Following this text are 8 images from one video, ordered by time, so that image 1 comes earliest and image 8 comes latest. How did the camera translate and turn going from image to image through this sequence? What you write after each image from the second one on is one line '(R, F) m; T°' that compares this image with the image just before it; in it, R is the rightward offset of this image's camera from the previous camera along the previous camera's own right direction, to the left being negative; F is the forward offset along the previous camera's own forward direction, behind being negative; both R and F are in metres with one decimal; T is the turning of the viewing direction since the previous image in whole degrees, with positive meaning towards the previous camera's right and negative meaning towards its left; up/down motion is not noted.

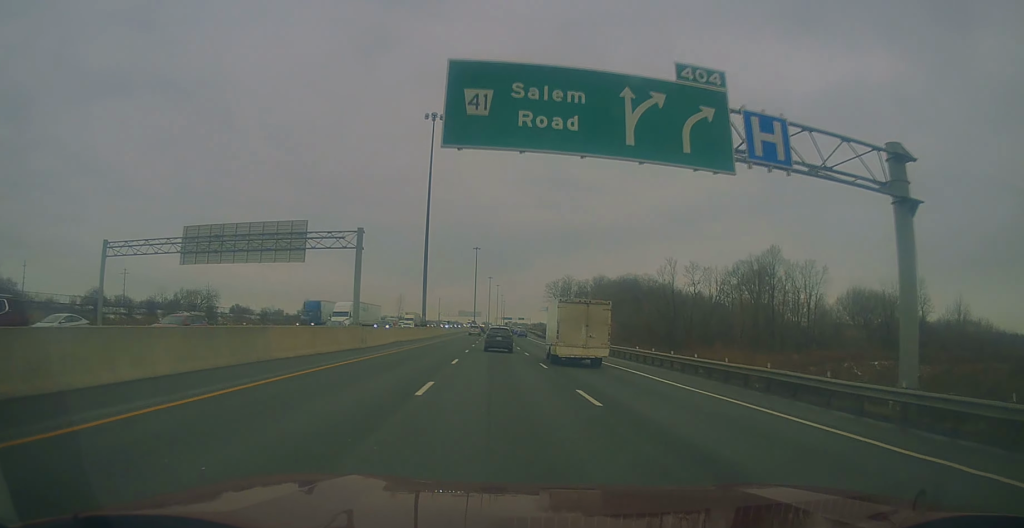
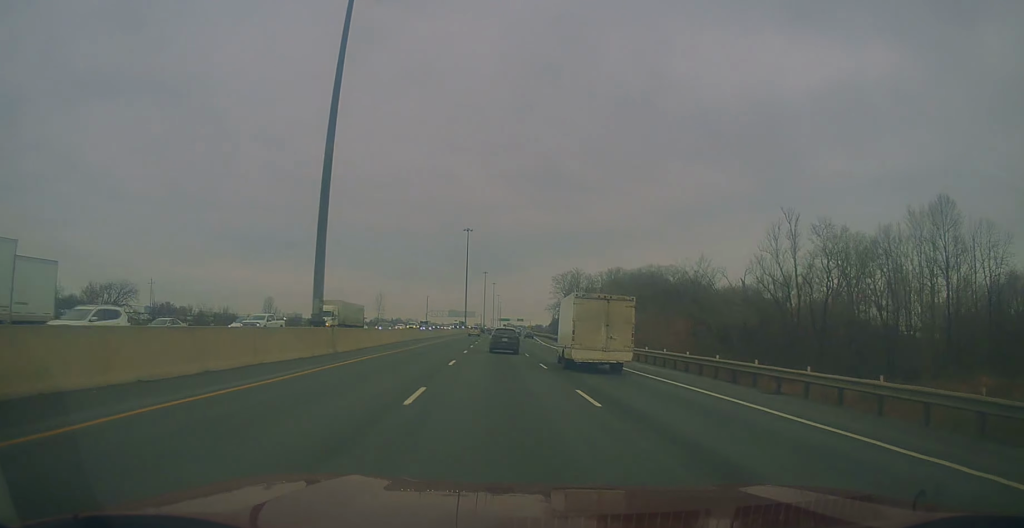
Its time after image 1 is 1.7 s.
(+0.8, +48.5) m; 0°
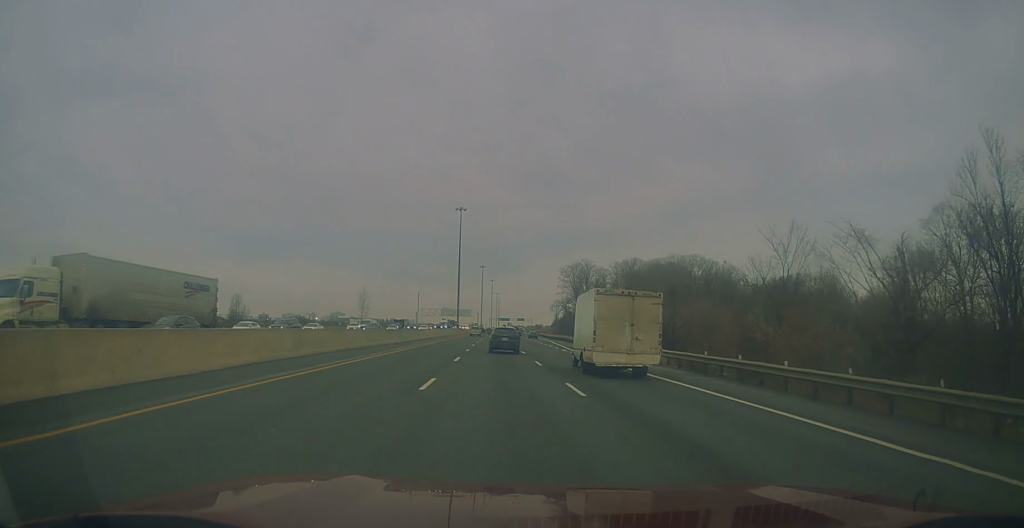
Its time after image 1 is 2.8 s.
(-0.2, +32.9) m; 0°
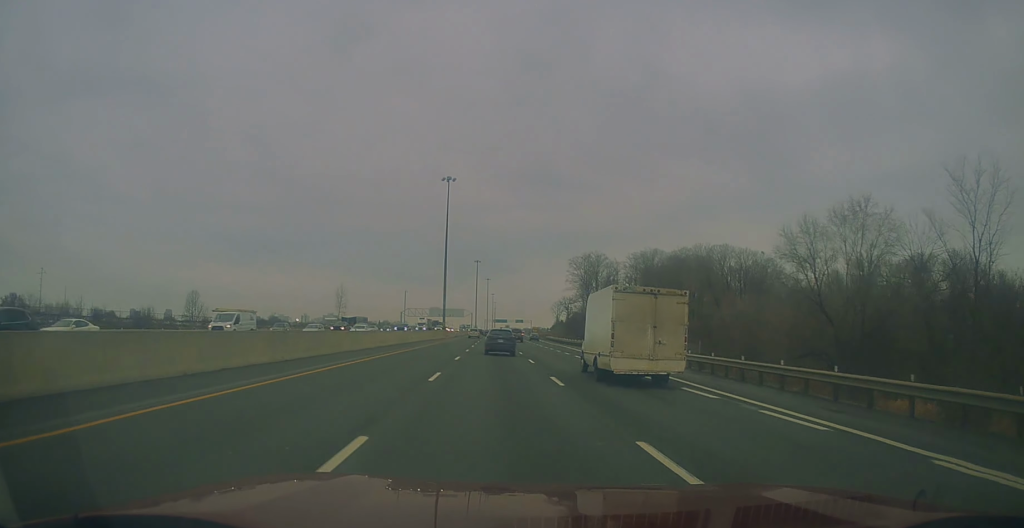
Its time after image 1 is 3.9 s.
(+0.1, +32.9) m; +1°
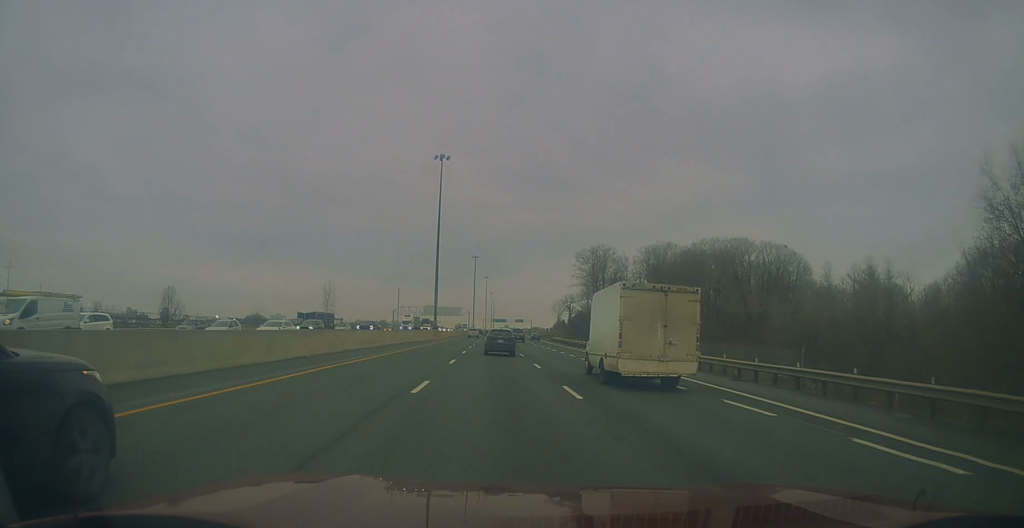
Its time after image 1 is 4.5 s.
(+0.3, +15.4) m; 0°
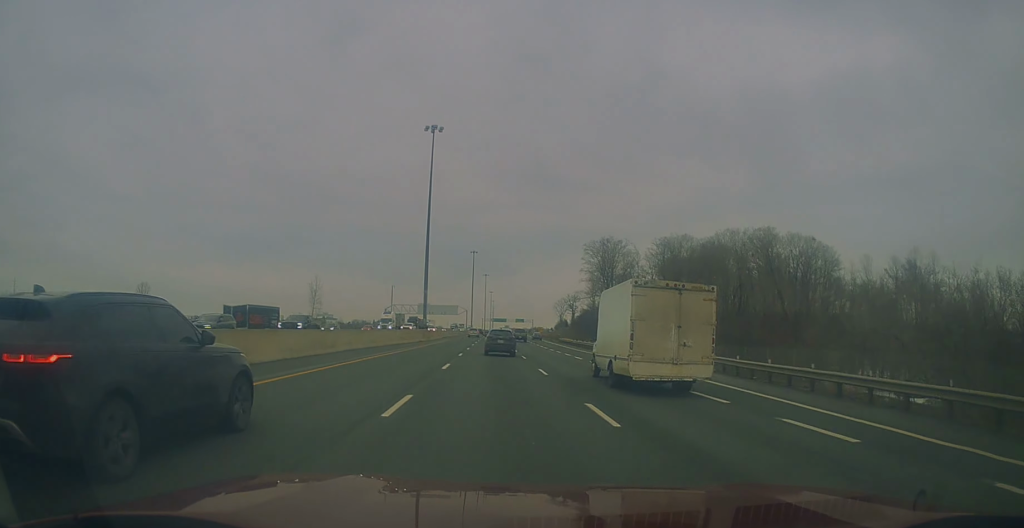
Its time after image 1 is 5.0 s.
(+0.1, +15.4) m; 0°
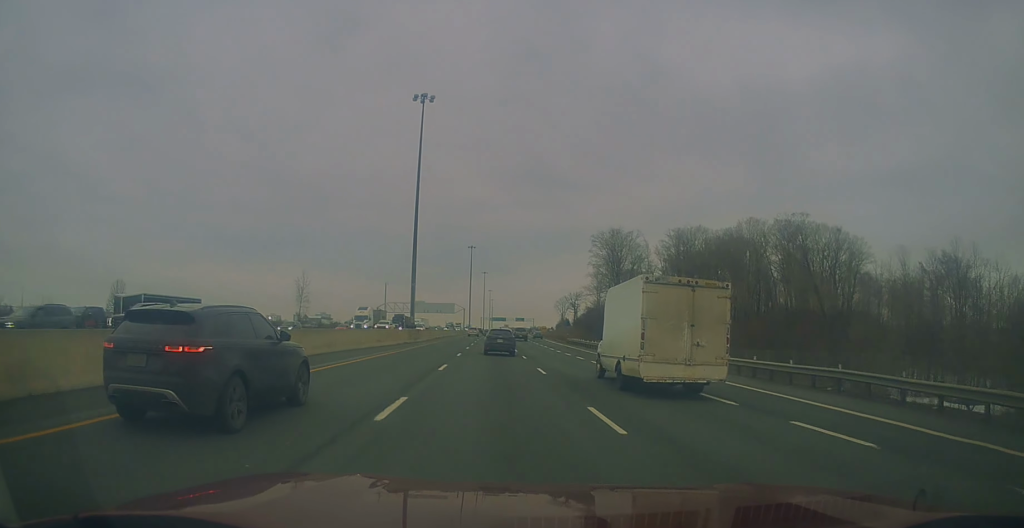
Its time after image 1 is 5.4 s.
(0.0, +12.5) m; 0°
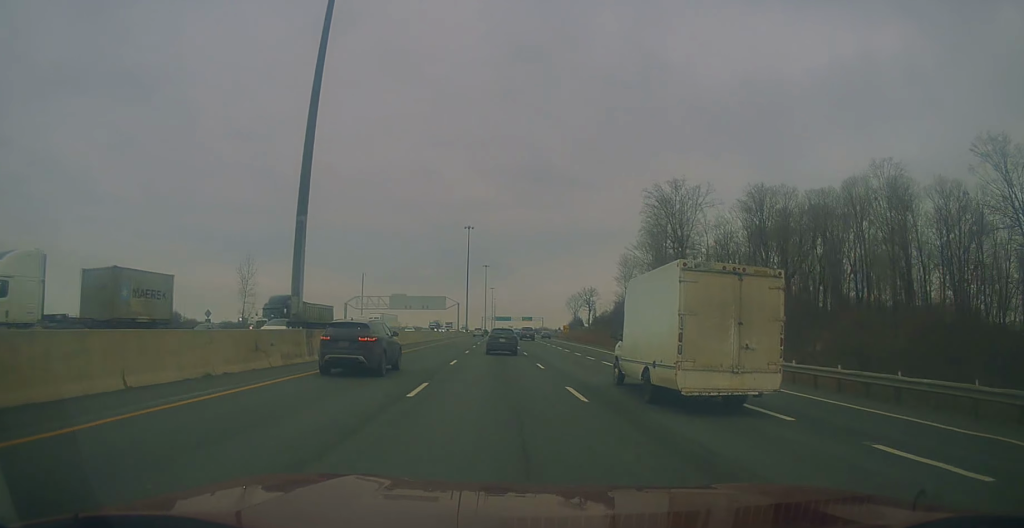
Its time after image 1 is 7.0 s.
(-0.1, +44.0) m; -1°
